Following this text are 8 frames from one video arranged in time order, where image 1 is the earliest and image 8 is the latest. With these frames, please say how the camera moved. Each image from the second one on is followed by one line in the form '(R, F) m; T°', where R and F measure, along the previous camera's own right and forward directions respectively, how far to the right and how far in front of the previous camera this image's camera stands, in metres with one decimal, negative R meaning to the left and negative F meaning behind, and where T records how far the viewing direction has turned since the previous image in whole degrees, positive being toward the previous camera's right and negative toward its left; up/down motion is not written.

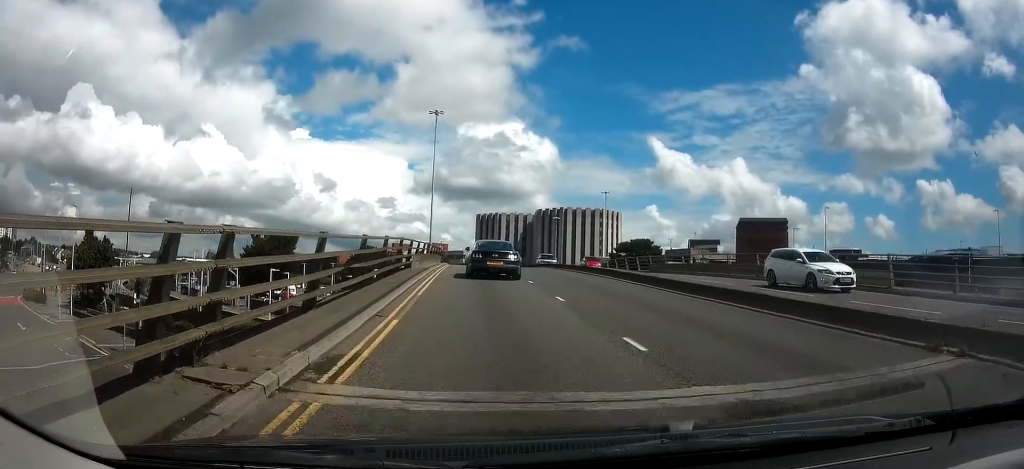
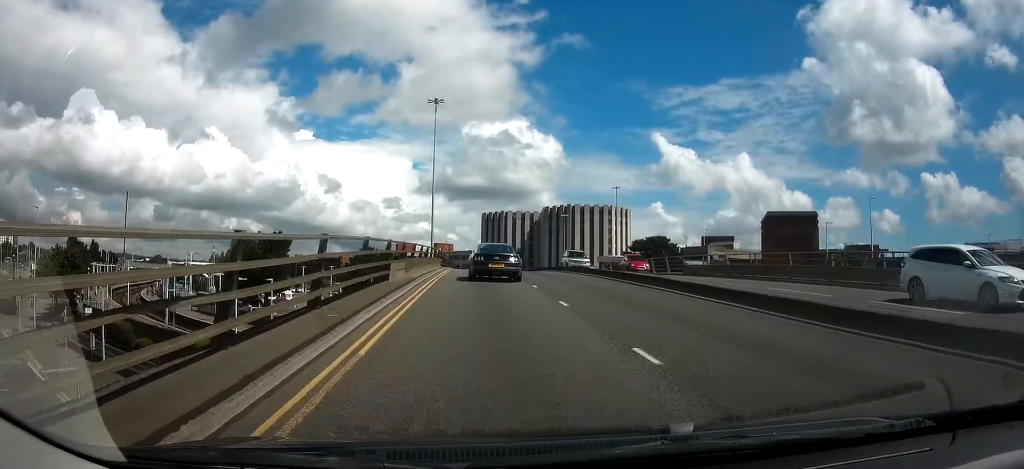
(0.0, +7.1) m; -1°
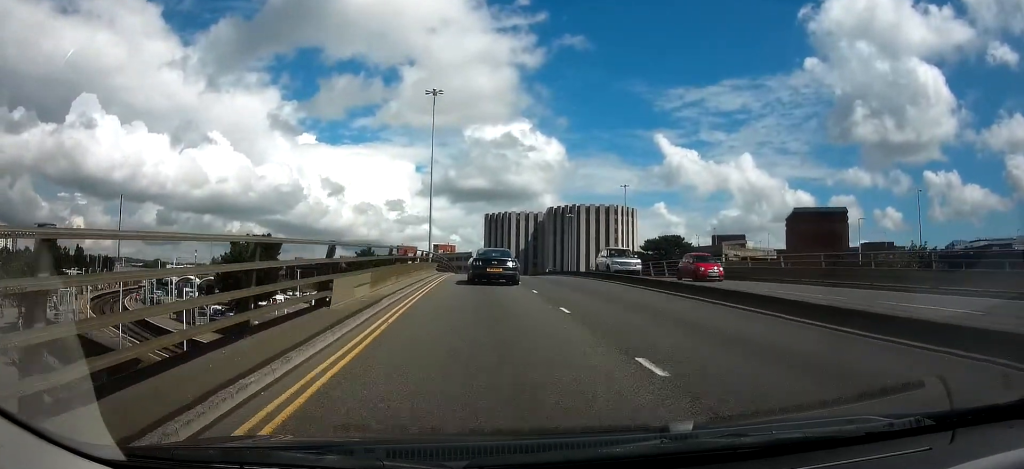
(0.0, +6.8) m; 0°
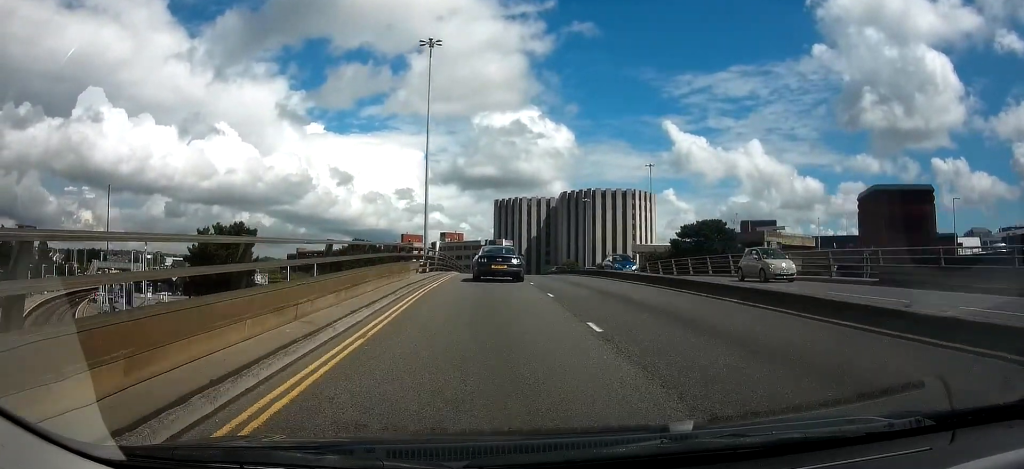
(-0.2, +15.5) m; 0°
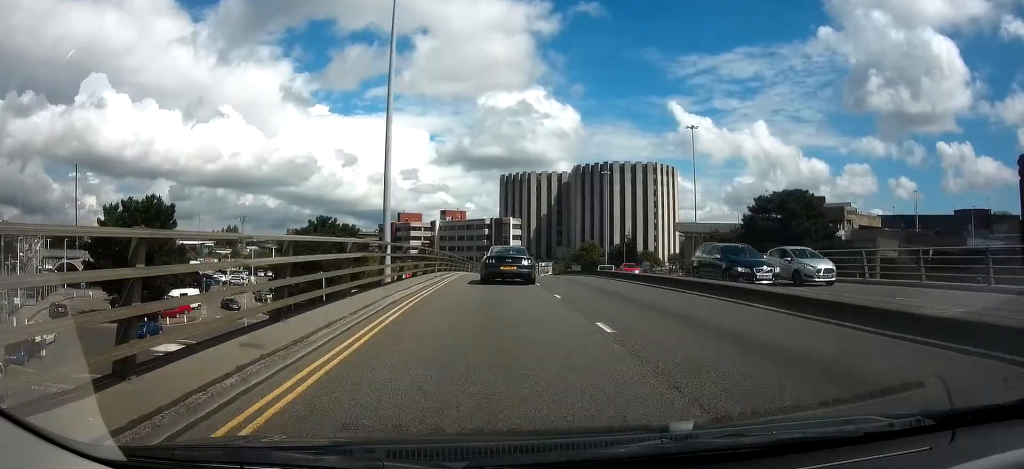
(-0.1, +24.6) m; -2°
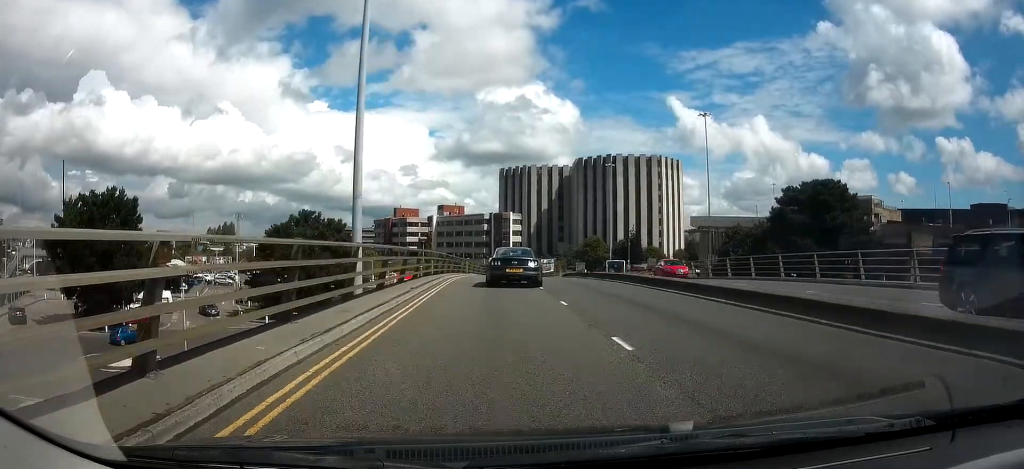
(-0.2, +7.2) m; 0°
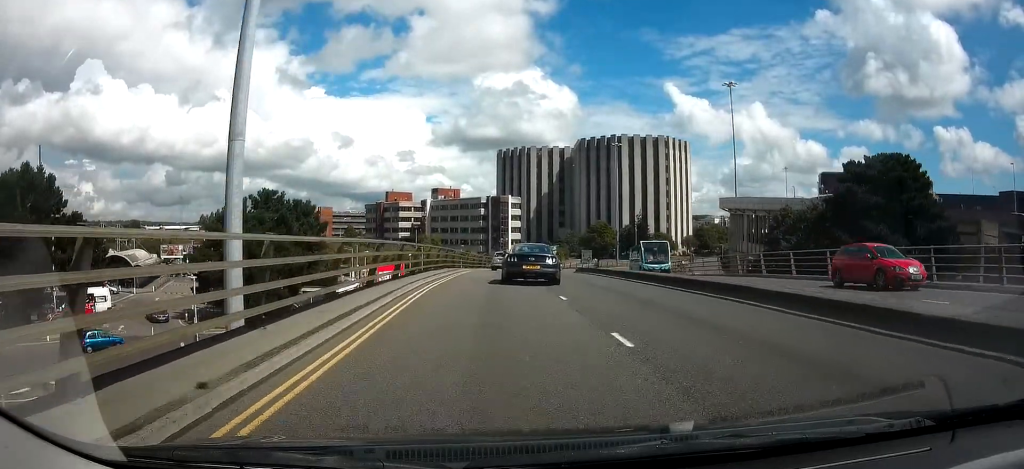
(0.0, +12.4) m; +1°
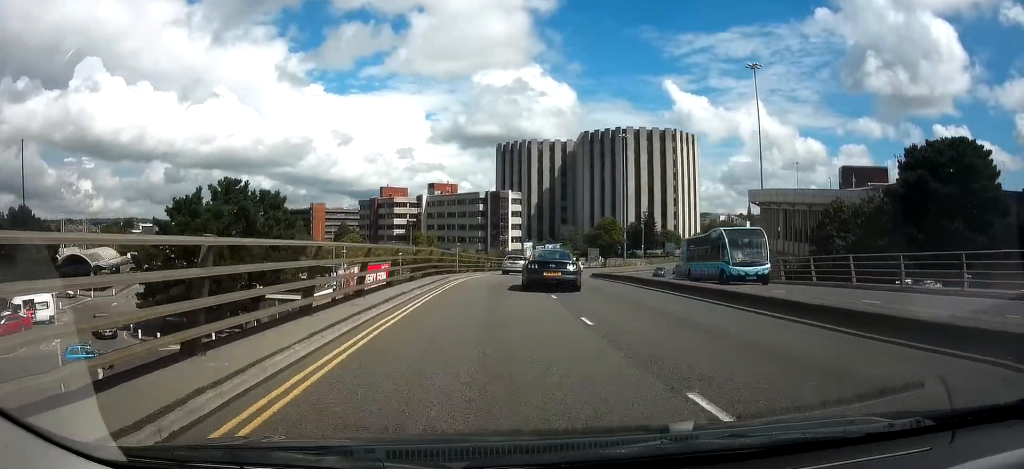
(+0.1, +9.3) m; +1°
